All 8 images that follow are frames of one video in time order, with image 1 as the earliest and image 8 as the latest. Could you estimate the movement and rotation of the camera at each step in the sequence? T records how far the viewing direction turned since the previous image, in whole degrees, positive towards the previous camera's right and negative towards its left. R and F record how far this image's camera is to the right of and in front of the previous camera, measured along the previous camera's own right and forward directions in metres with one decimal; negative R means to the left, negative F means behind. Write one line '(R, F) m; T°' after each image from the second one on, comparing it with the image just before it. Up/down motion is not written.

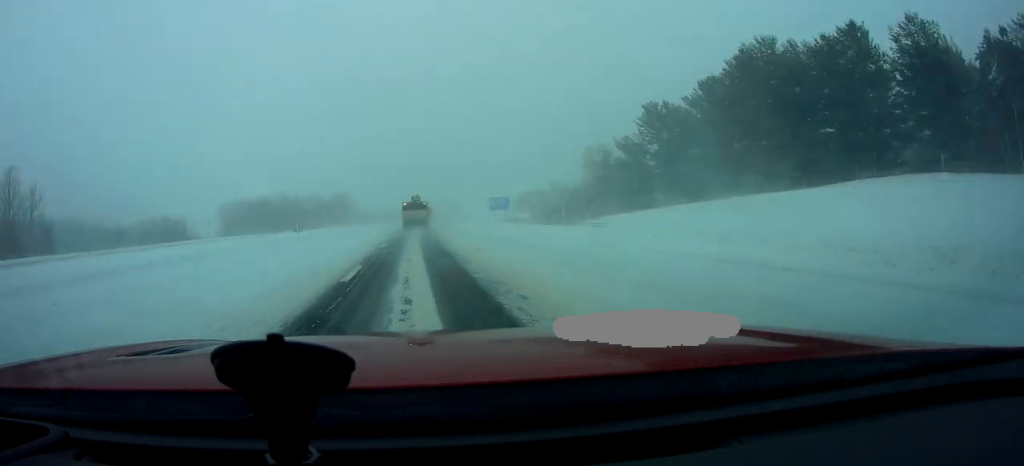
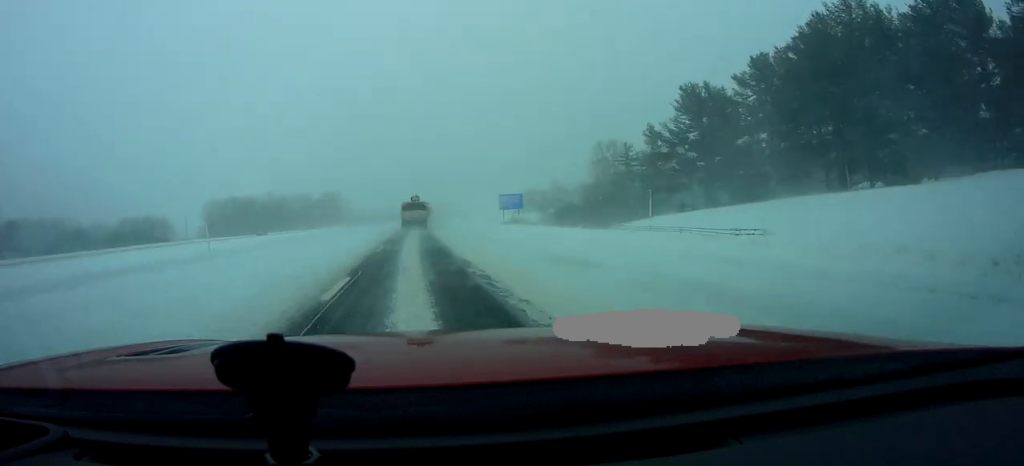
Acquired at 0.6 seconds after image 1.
(0.0, +14.7) m; 0°
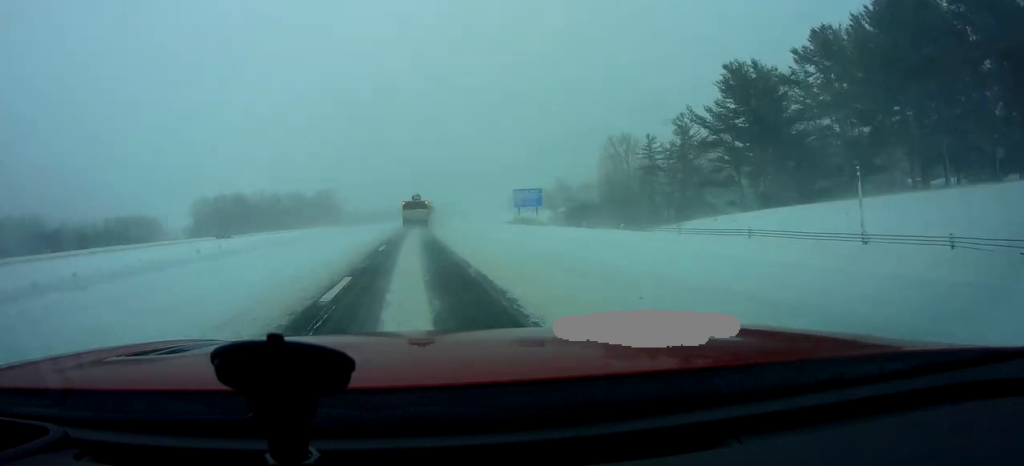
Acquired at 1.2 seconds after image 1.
(0.0, +12.4) m; +1°
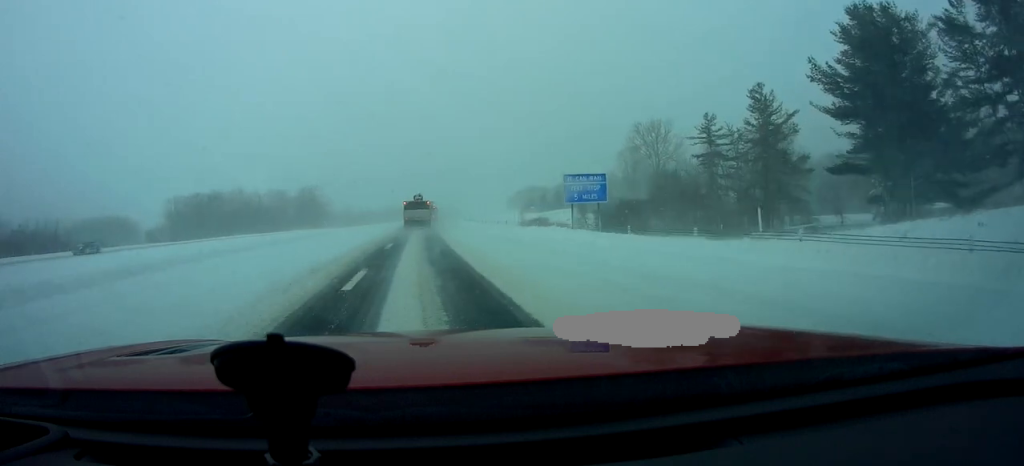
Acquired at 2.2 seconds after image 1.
(+0.5, +23.3) m; +1°
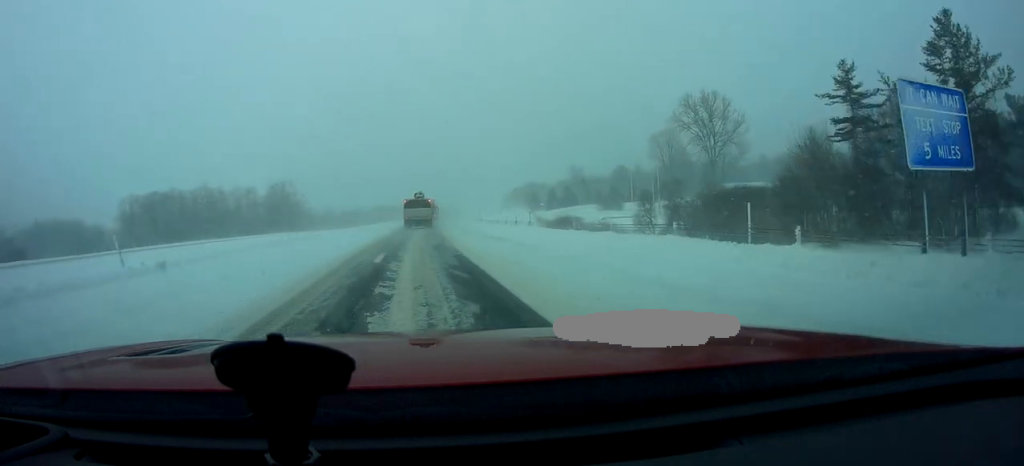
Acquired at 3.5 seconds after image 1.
(-0.5, +32.1) m; -1°
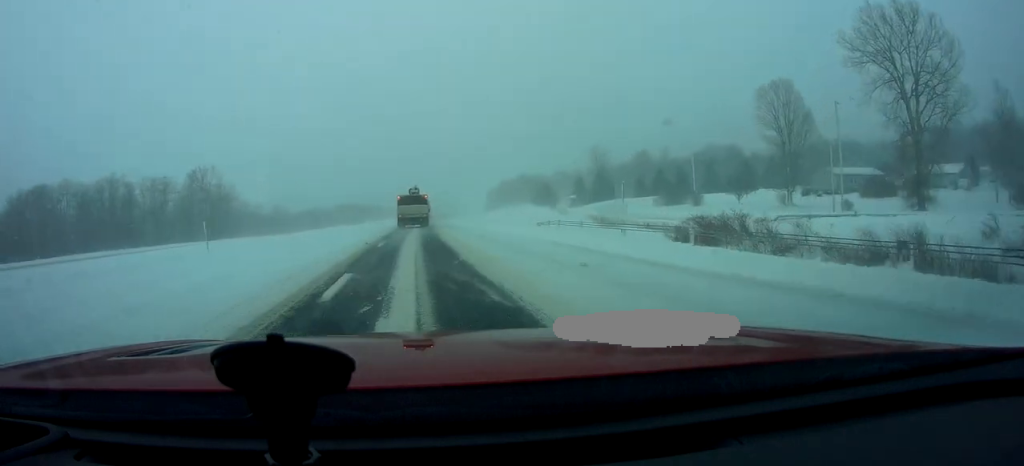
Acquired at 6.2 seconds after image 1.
(+2.8, +58.8) m; +5°
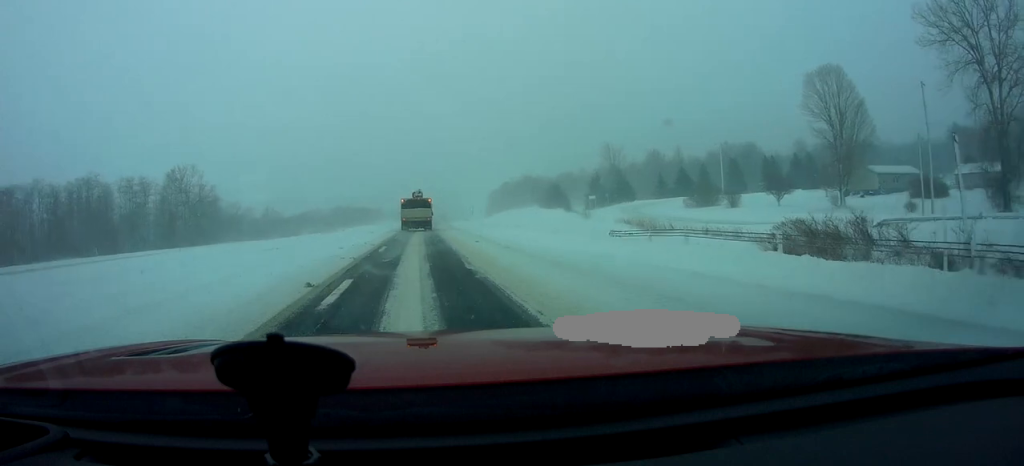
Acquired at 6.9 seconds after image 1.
(+0.1, +14.1) m; 0°
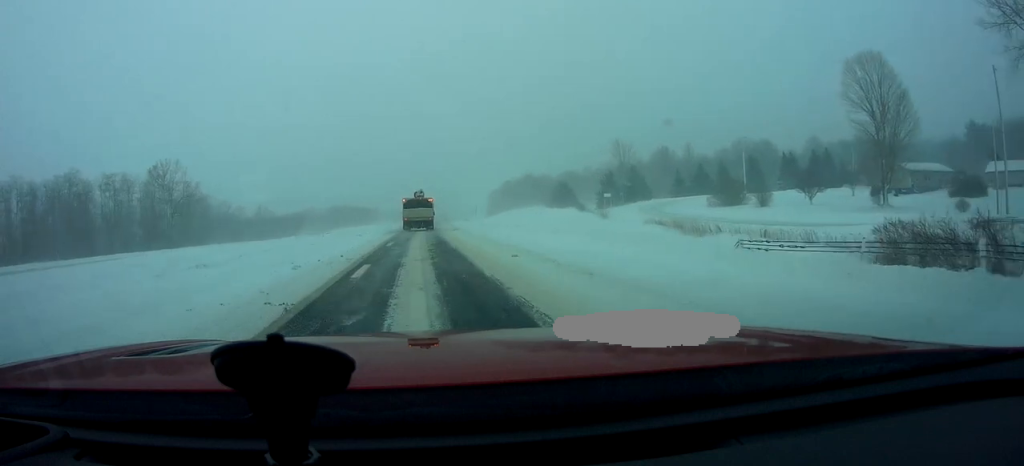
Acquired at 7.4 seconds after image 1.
(-0.1, +9.5) m; 0°
